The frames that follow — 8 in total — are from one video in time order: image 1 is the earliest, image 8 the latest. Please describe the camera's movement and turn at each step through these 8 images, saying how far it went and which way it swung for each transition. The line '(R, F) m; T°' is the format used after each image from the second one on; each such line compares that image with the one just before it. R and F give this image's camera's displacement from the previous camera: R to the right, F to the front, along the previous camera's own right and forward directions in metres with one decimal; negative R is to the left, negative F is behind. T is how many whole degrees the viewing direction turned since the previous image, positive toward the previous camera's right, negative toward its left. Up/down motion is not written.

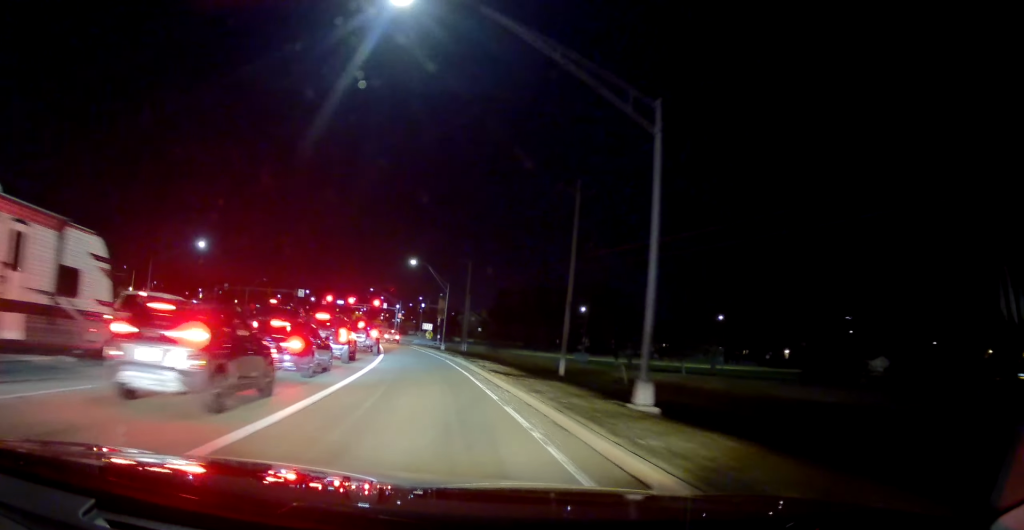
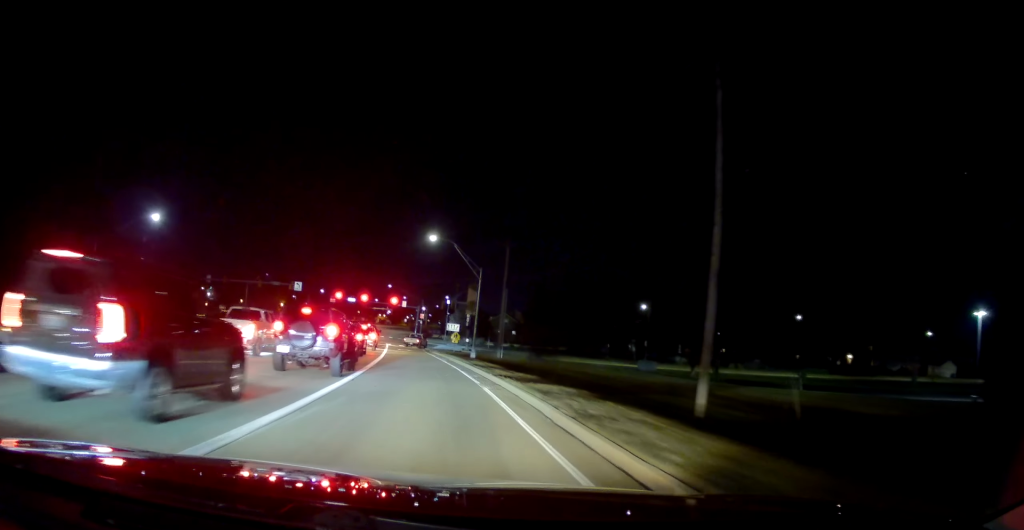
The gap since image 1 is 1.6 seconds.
(-0.3, +17.7) m; -6°
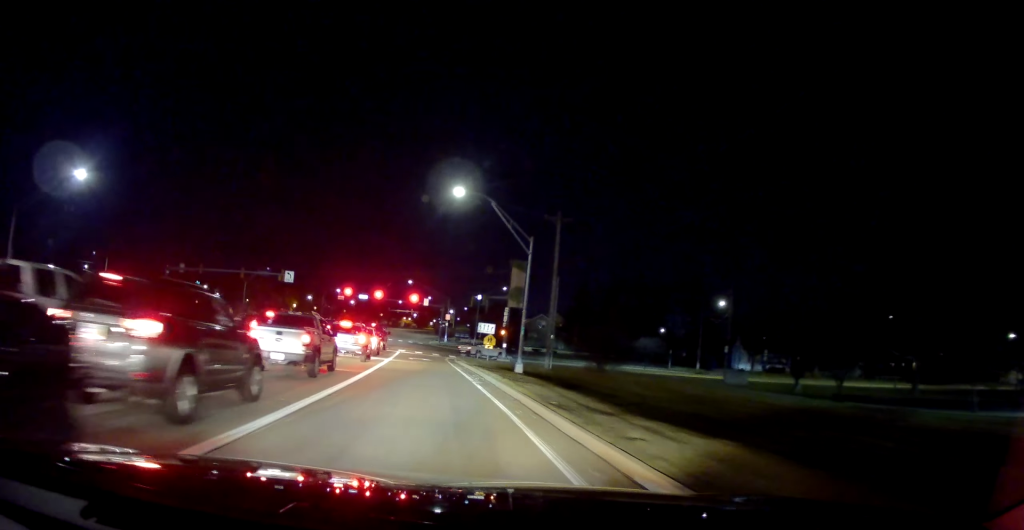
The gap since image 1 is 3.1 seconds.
(-0.2, +16.7) m; +2°
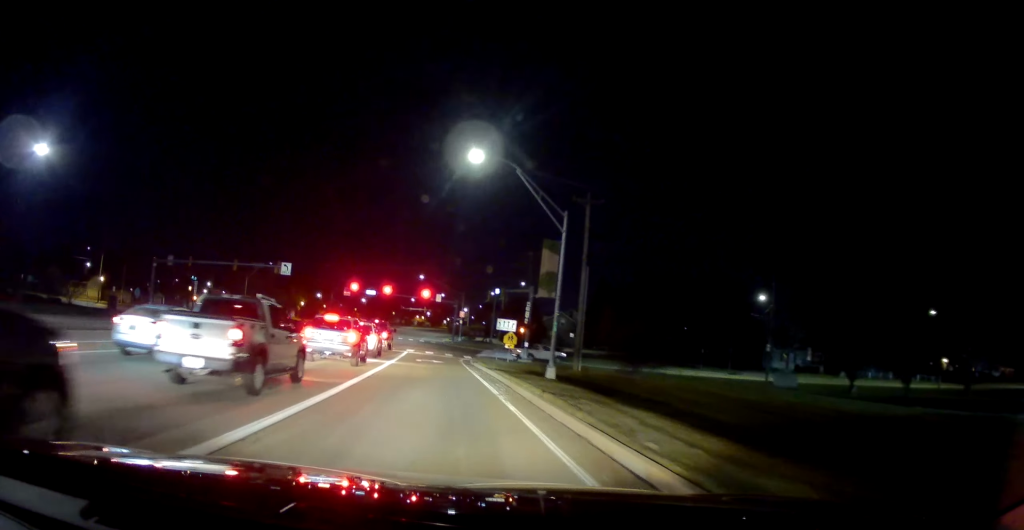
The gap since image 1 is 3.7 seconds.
(+0.2, +6.1) m; 0°
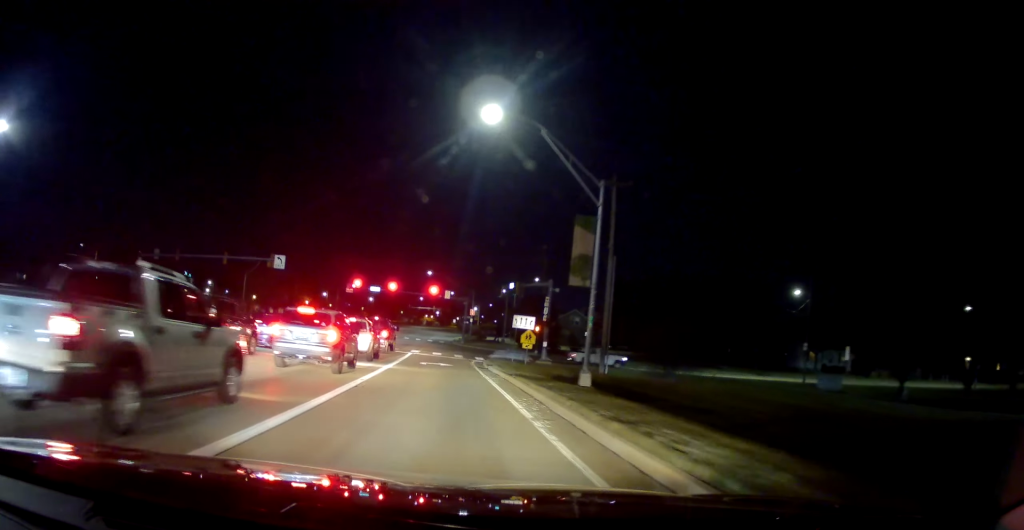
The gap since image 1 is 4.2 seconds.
(-0.3, +5.0) m; -1°
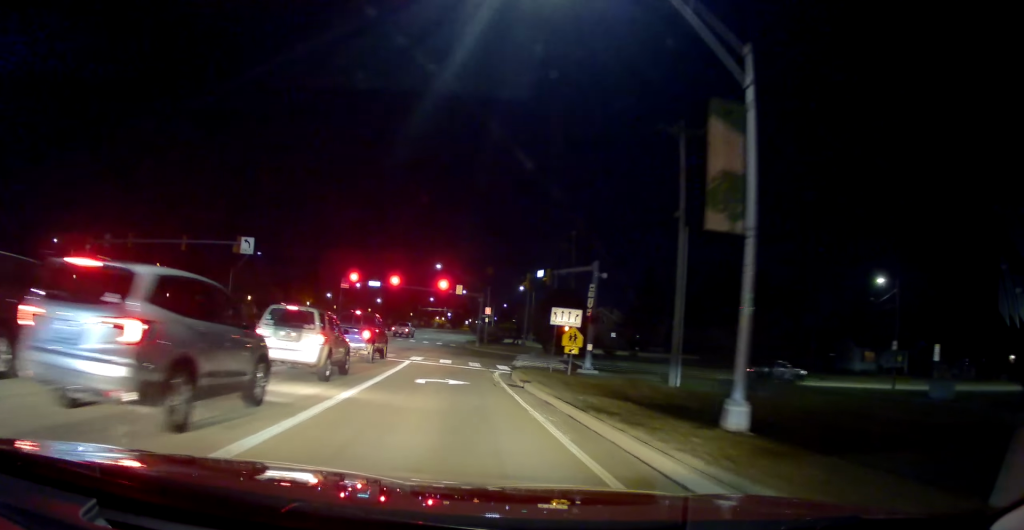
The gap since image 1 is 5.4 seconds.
(-0.1, +10.8) m; 0°
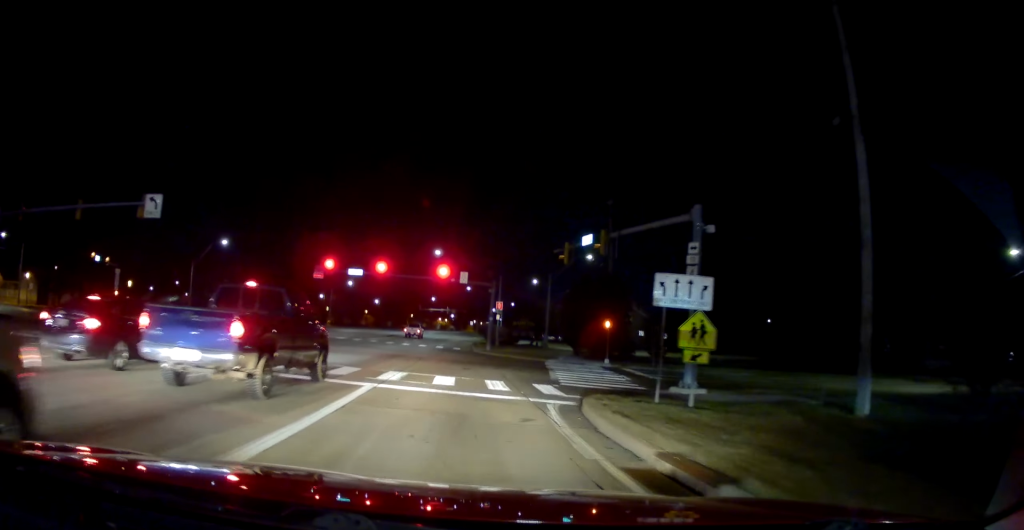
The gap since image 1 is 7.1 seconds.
(-0.2, +13.9) m; -4°
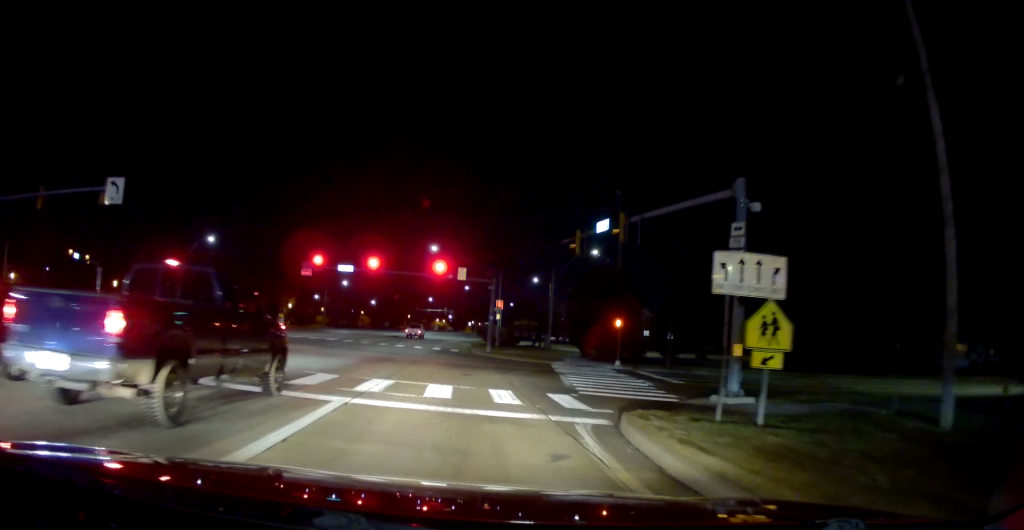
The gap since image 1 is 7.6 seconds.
(0.0, +3.8) m; -2°
